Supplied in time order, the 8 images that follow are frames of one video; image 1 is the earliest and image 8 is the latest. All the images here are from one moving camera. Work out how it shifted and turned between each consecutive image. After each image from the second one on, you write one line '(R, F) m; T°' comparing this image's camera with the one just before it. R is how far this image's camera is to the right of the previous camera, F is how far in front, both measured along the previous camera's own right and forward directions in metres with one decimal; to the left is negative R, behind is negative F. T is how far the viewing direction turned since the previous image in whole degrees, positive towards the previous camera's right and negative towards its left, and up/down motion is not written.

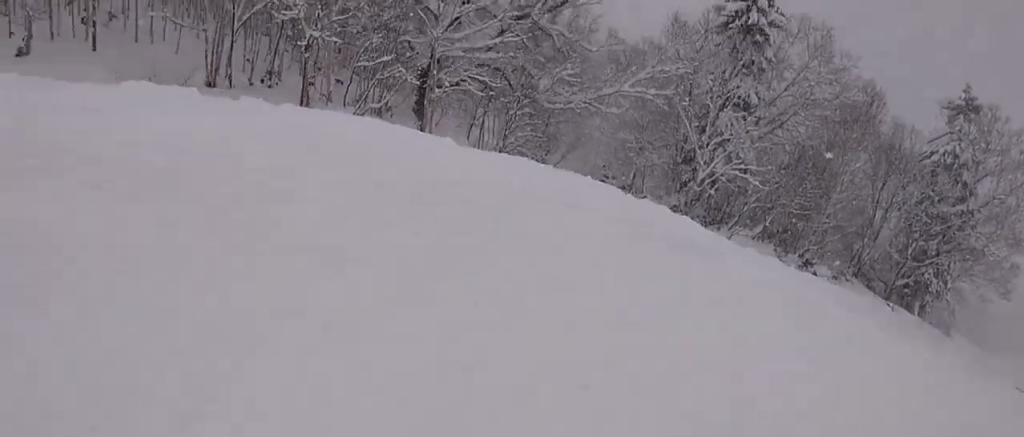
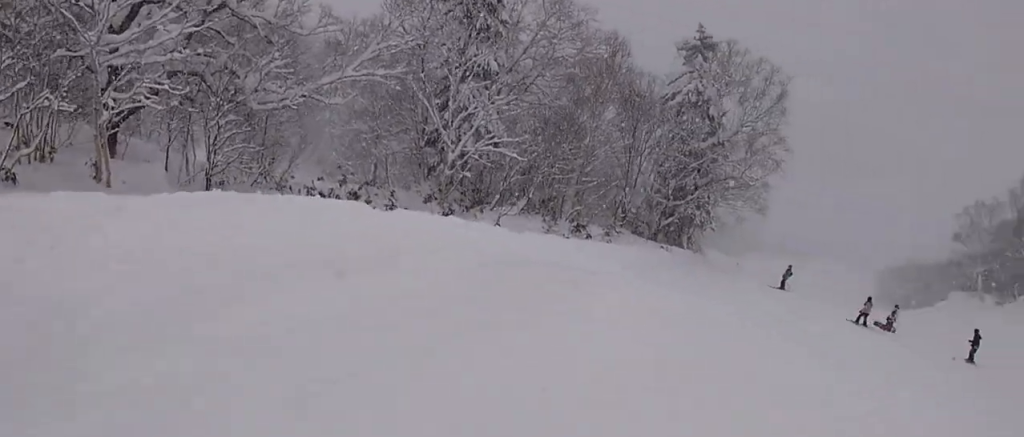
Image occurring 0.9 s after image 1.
(-1.0, +3.9) m; -3°
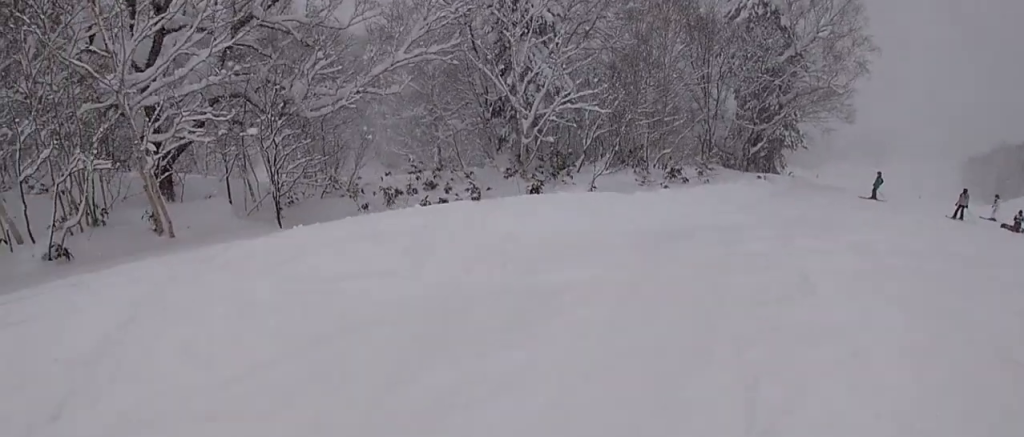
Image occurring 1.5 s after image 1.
(+0.8, +2.7) m; 0°
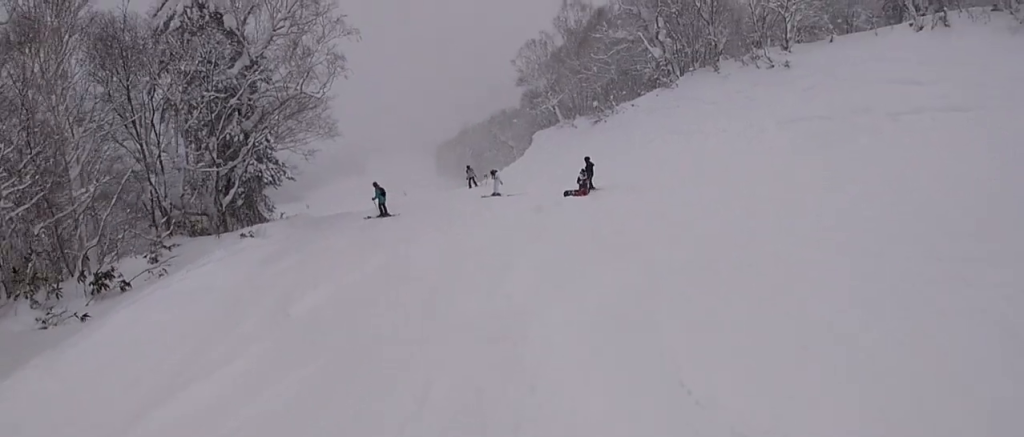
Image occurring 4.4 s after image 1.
(+5.8, +9.6) m; +55°
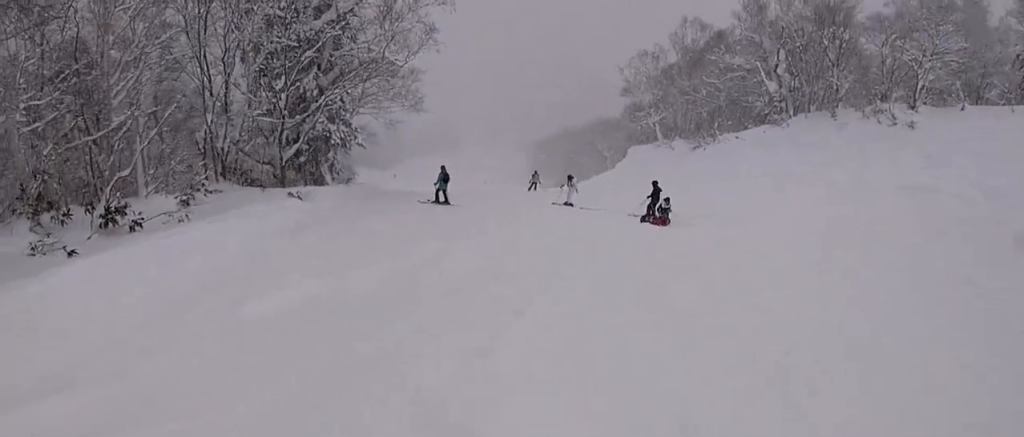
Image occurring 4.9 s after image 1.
(0.0, +2.7) m; -3°
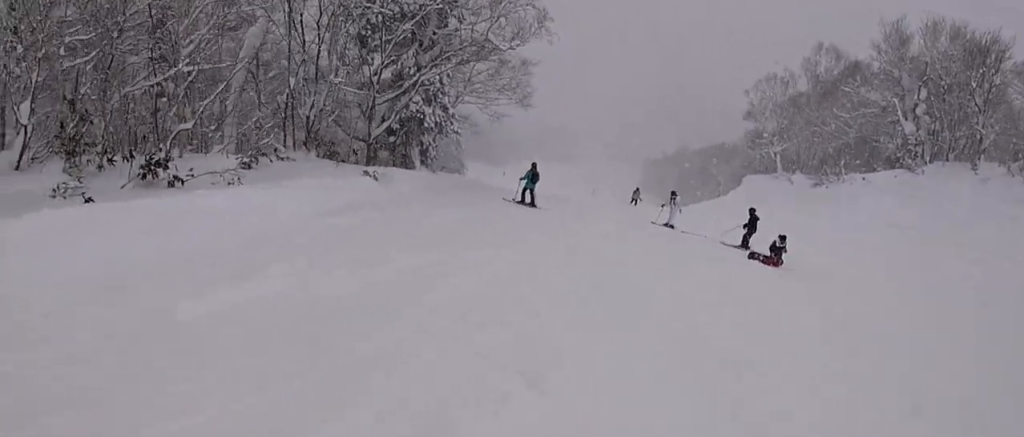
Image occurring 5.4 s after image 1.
(+0.1, +2.5) m; -7°
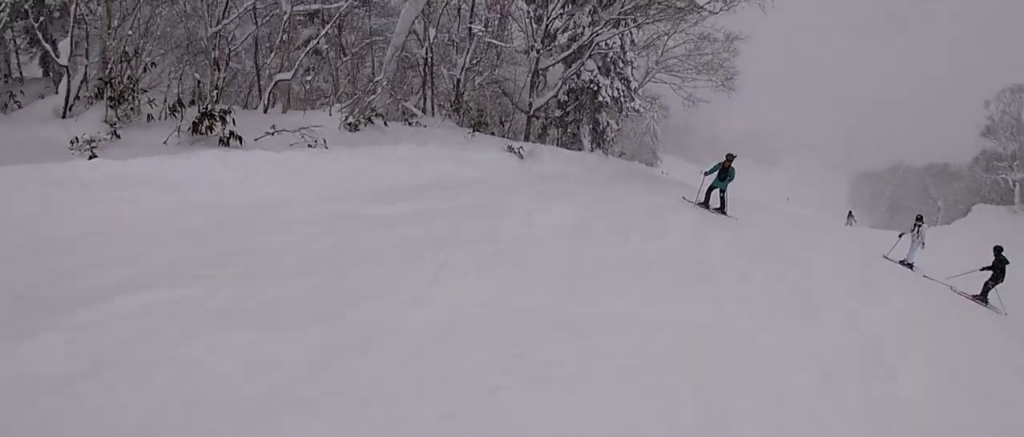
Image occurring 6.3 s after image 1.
(-0.7, +4.3) m; -4°
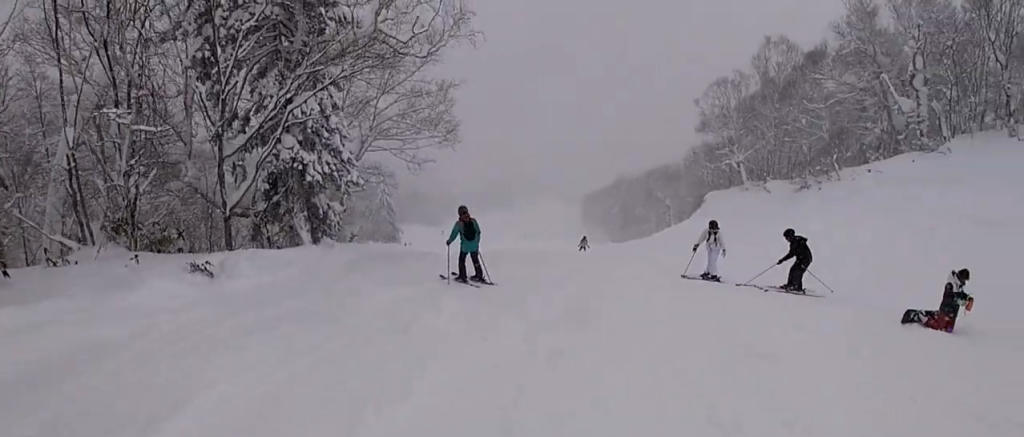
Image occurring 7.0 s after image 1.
(-0.3, +3.7) m; +2°
